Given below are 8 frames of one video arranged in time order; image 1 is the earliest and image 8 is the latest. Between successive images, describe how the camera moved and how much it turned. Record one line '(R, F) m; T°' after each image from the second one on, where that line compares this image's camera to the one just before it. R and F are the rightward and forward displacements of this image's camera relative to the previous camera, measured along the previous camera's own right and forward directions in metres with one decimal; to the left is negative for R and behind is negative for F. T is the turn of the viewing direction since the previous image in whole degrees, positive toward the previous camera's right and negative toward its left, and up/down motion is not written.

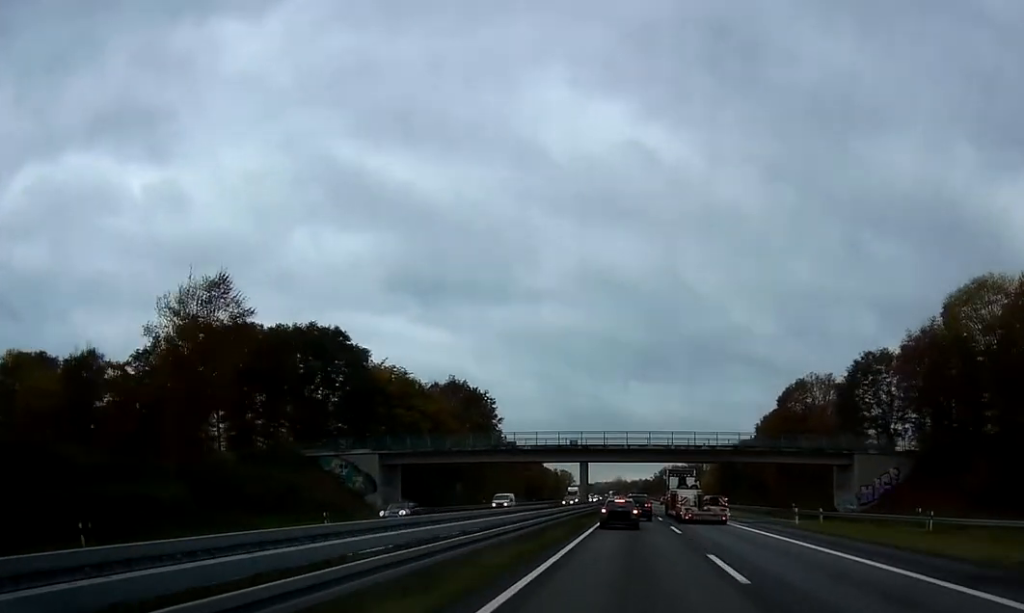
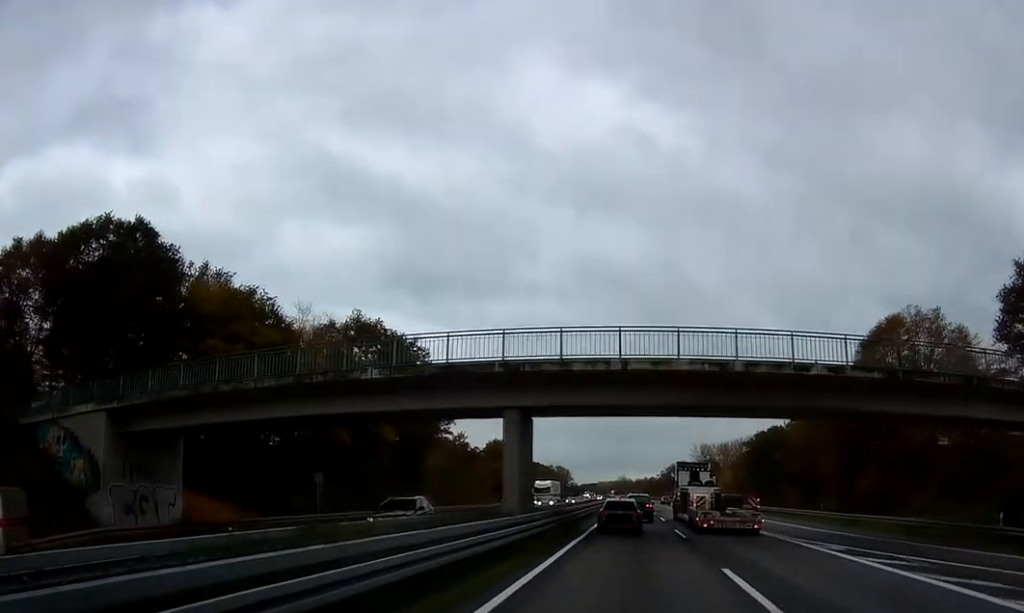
(-0.7, +39.6) m; 0°
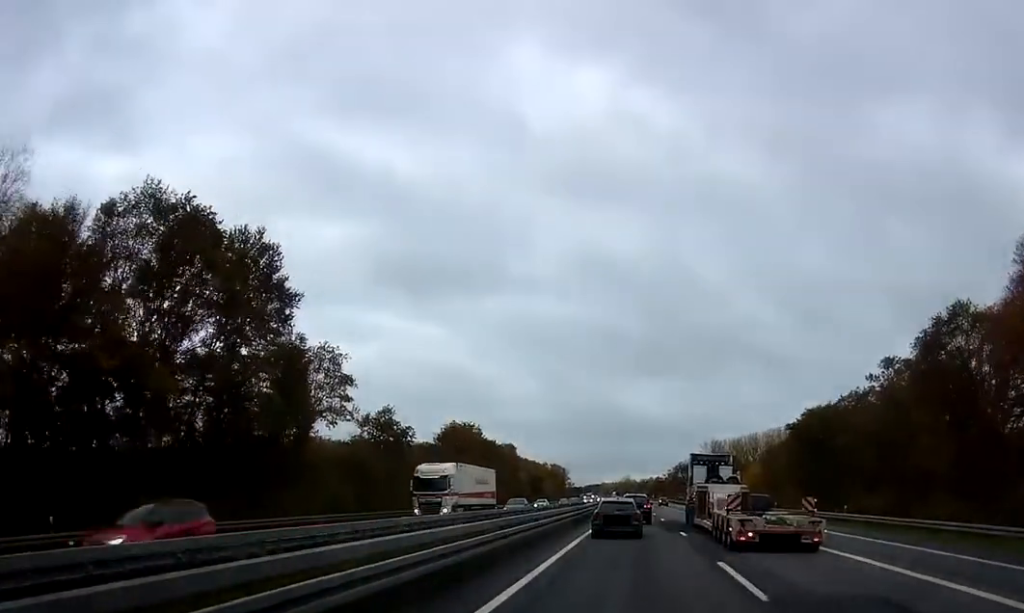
(+0.6, +35.4) m; 0°
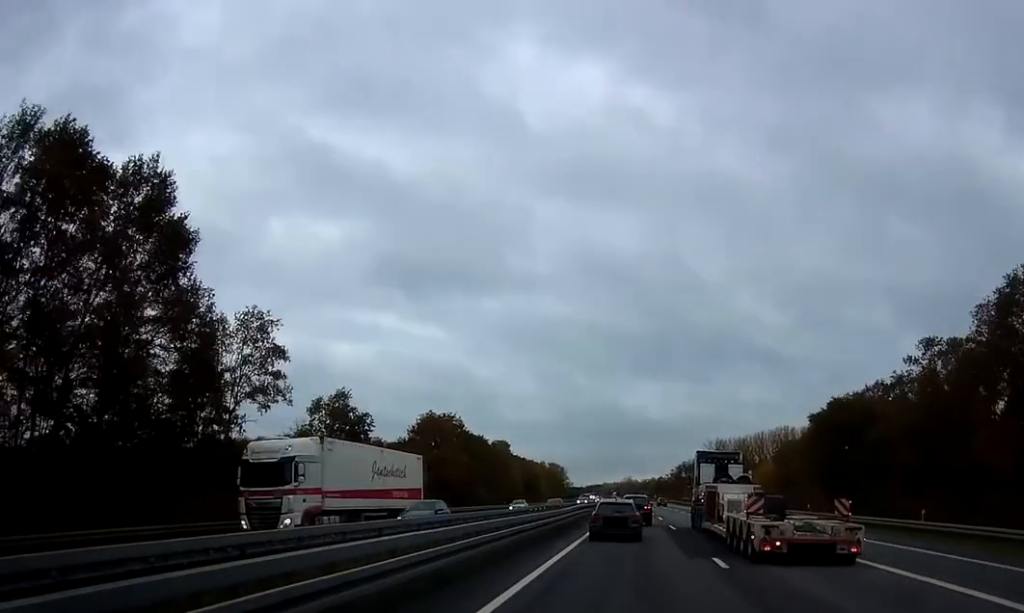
(-0.2, +13.0) m; -1°
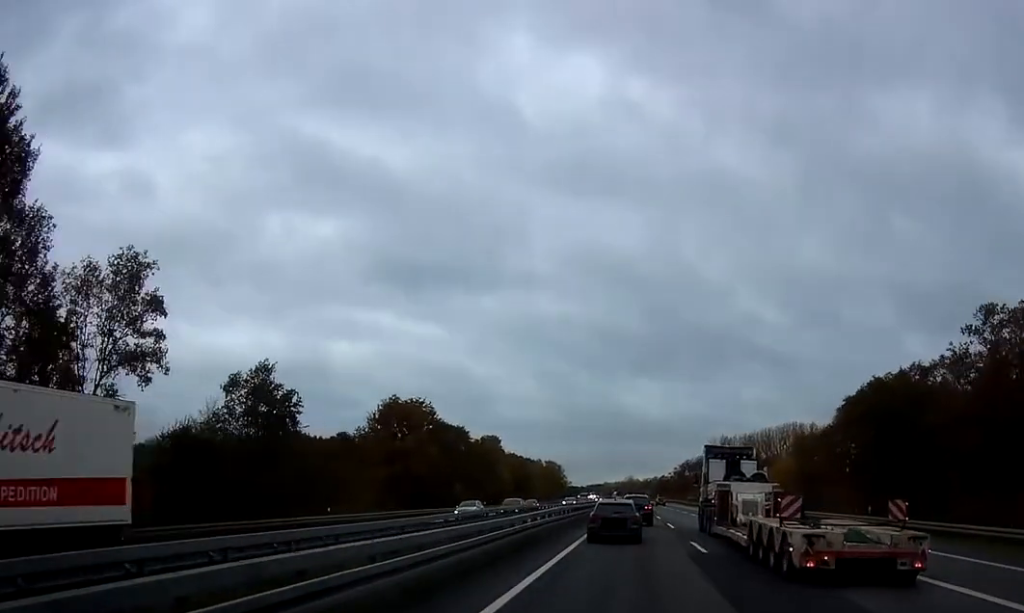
(0.0, +15.1) m; -1°
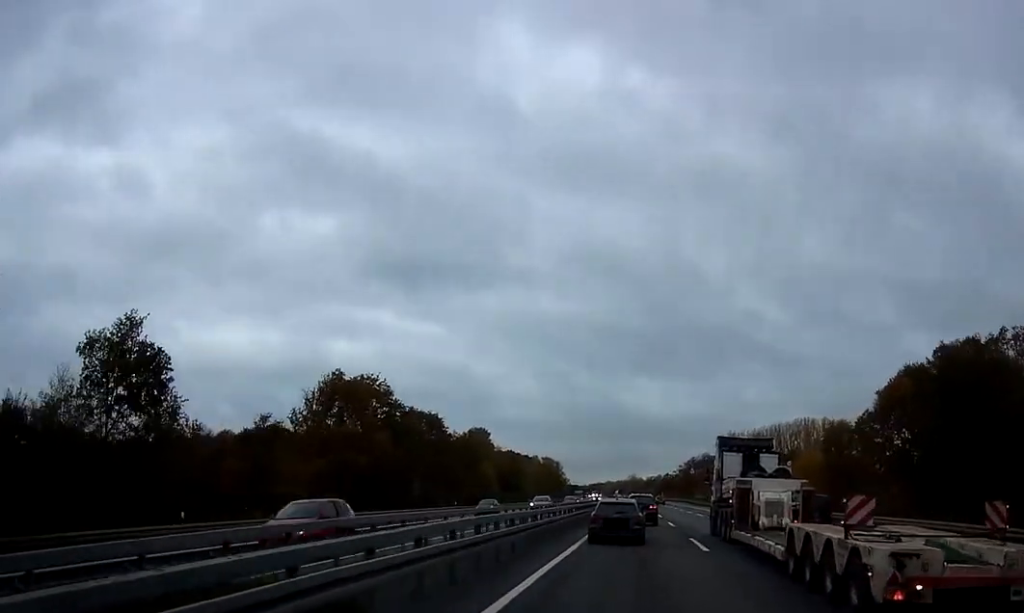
(-0.3, +16.6) m; 0°
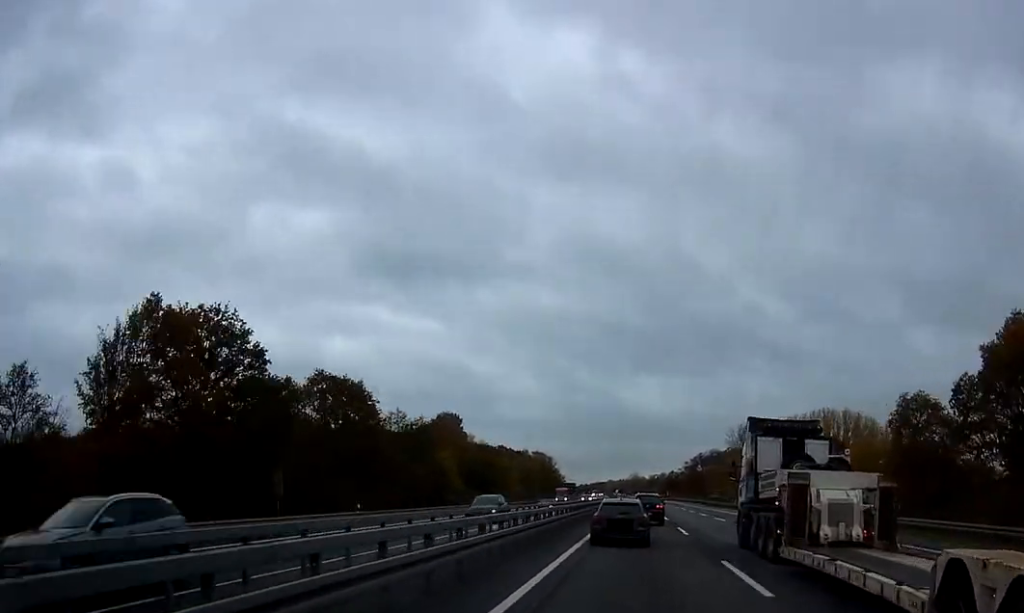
(-0.1, +28.1) m; 0°
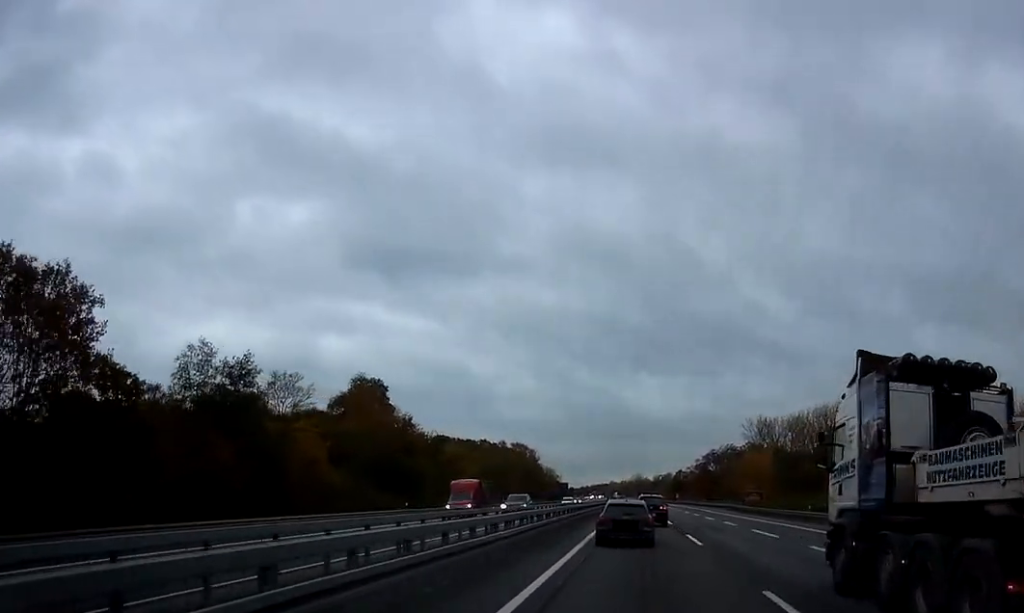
(+0.3, +41.6) m; 0°
